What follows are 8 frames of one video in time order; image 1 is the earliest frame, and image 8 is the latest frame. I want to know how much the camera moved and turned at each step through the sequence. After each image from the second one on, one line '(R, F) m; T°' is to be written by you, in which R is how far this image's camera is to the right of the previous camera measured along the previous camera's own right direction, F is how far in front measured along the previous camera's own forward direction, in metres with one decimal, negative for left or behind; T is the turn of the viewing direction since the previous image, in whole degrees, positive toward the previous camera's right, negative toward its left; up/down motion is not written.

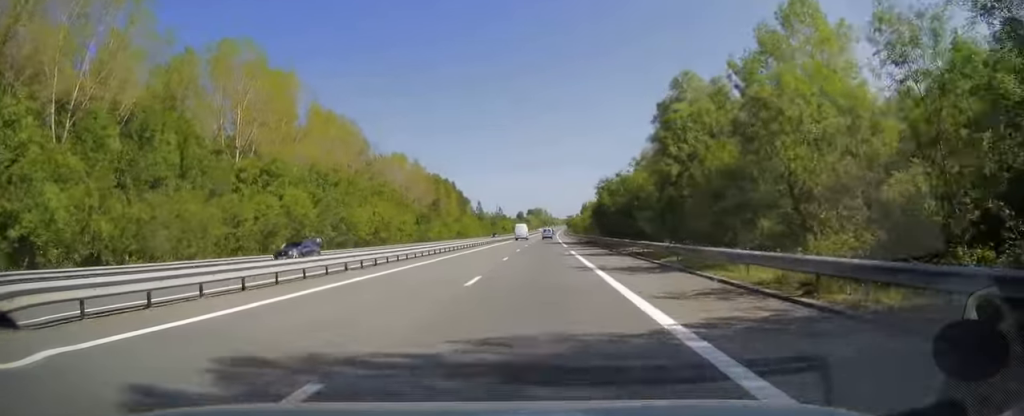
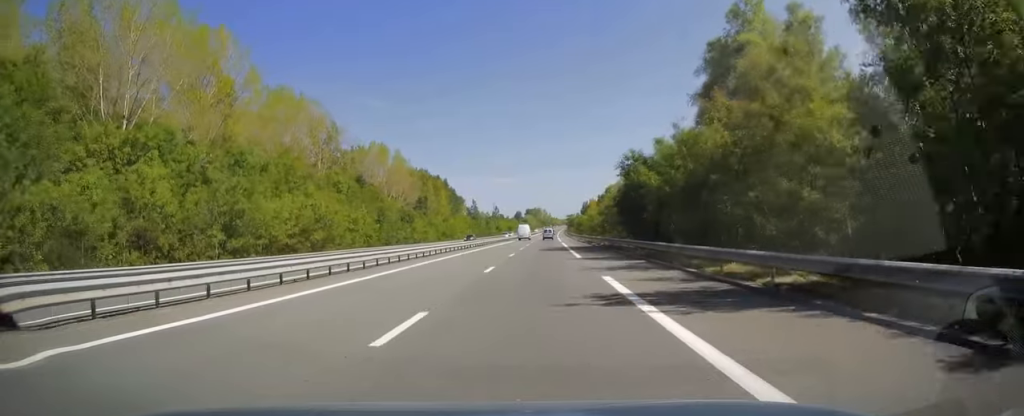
(0.0, +21.7) m; 0°
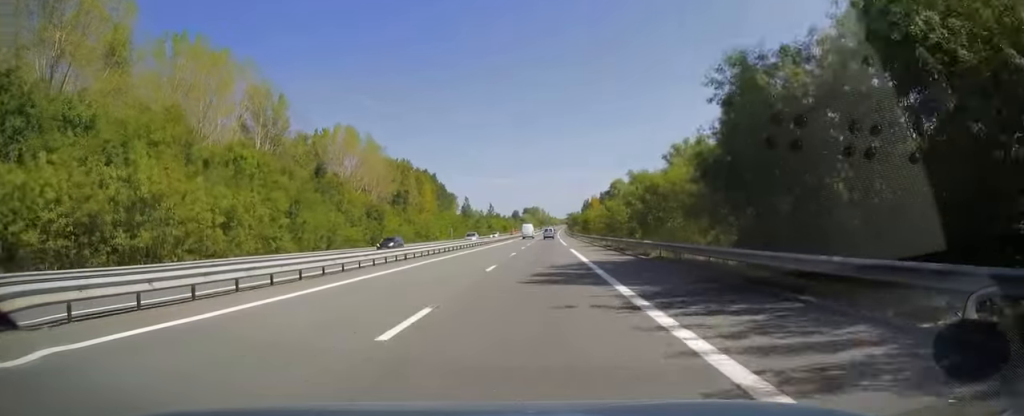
(0.0, +26.6) m; 0°
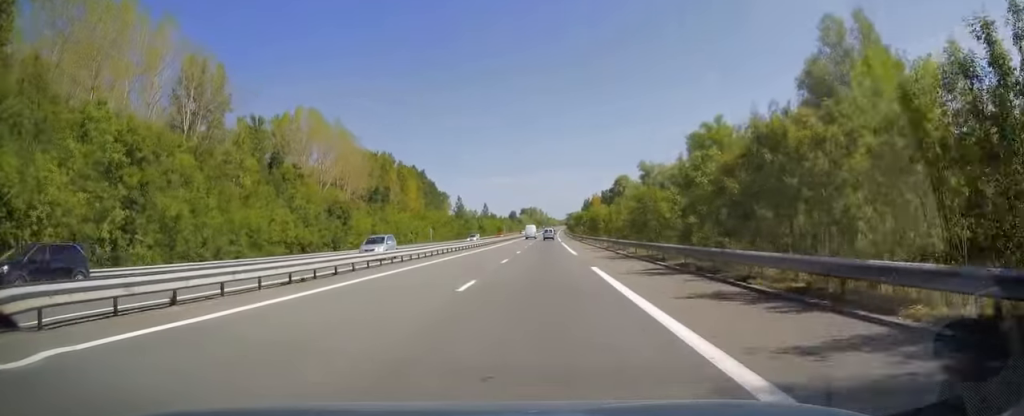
(0.0, +20.7) m; 0°
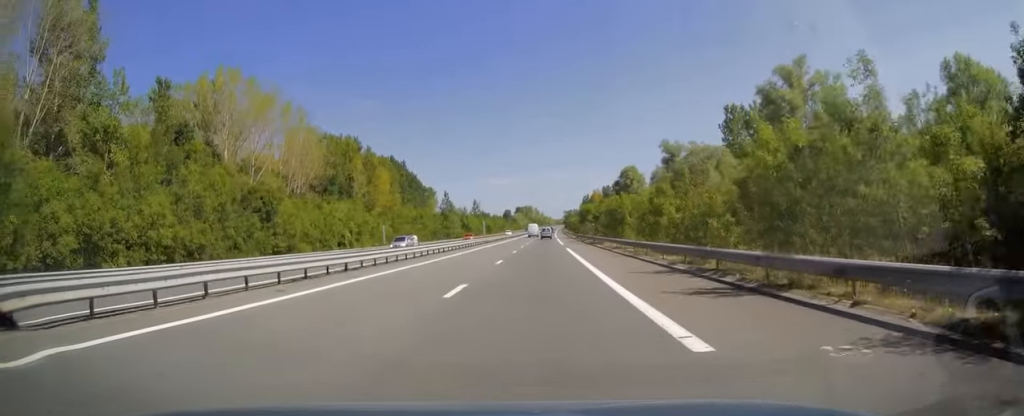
(+0.1, +28.5) m; 0°
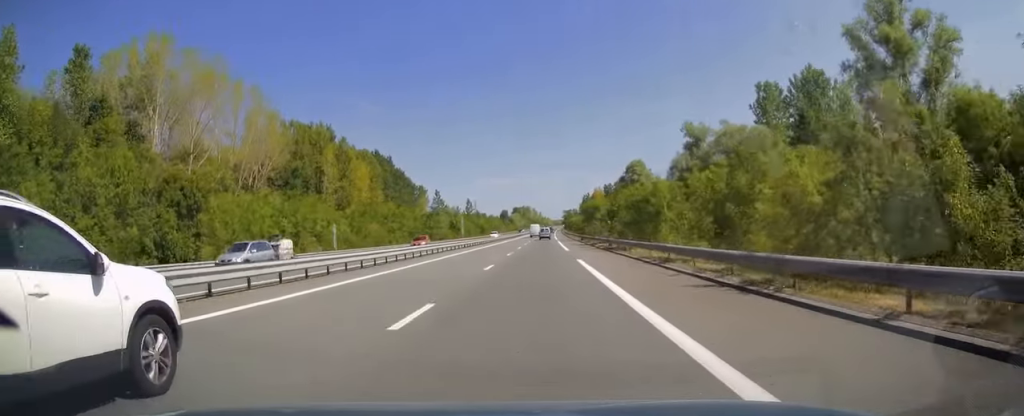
(+0.1, +17.7) m; 0°
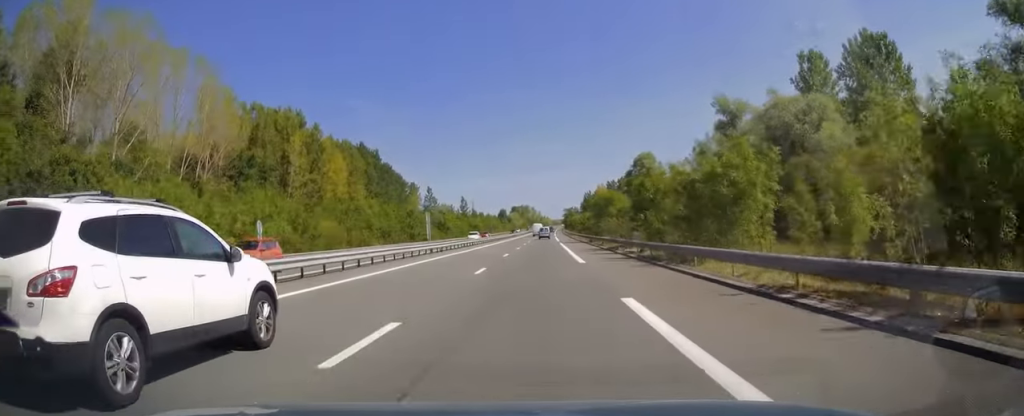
(0.0, +16.2) m; 0°
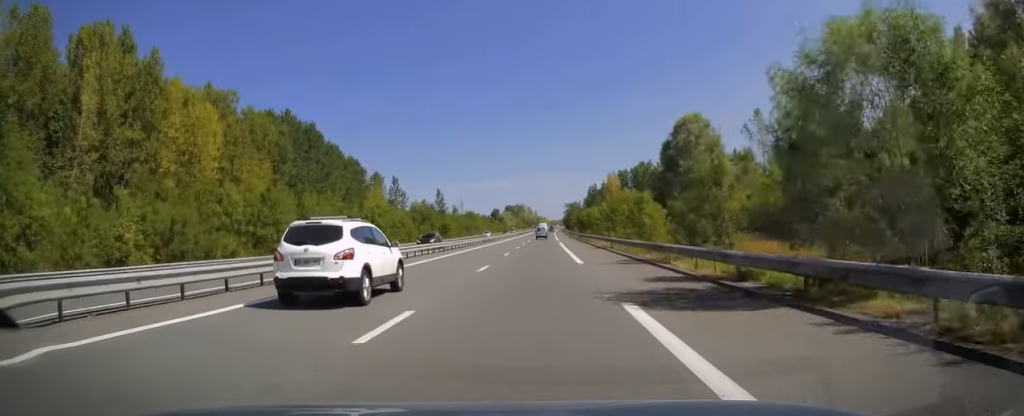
(0.0, +52.7) m; 0°
